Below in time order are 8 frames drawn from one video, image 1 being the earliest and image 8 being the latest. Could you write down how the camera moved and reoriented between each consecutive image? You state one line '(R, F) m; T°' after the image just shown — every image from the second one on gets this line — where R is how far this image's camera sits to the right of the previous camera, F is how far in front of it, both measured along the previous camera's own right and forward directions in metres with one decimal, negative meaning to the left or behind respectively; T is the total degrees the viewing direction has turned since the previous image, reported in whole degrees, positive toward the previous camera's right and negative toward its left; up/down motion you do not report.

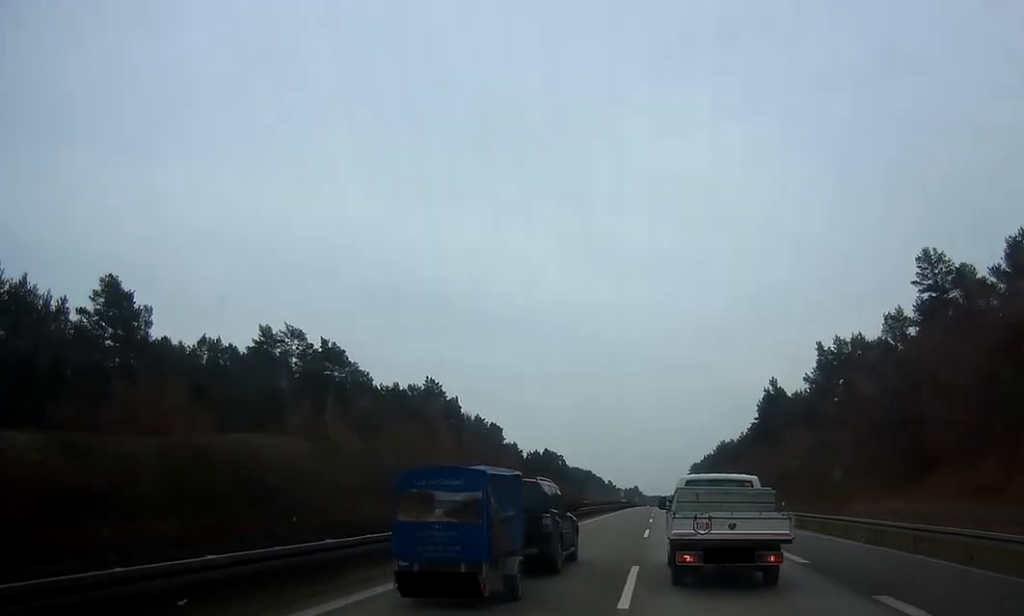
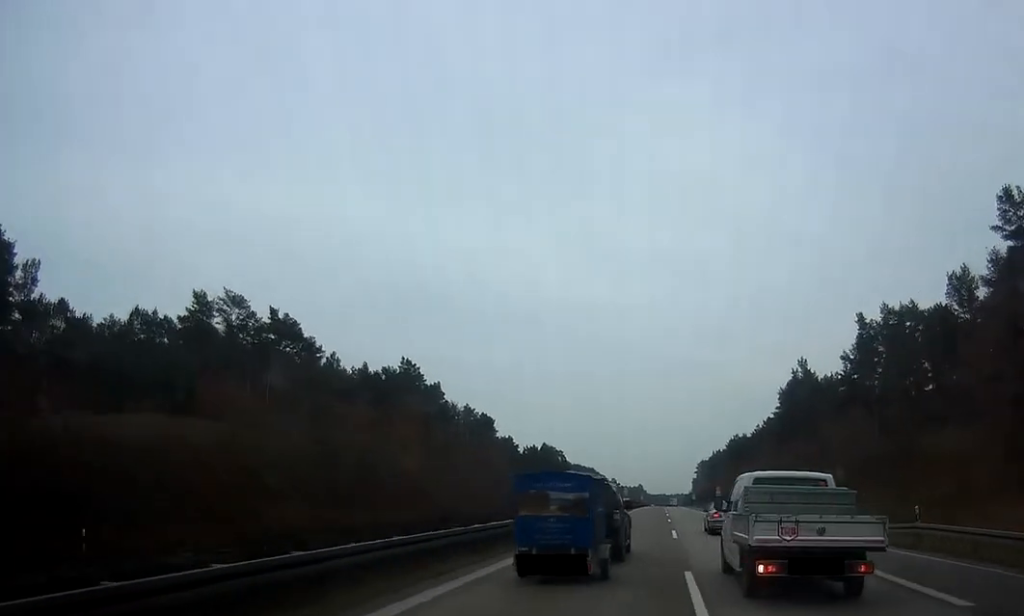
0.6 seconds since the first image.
(-0.4, +19.3) m; -1°
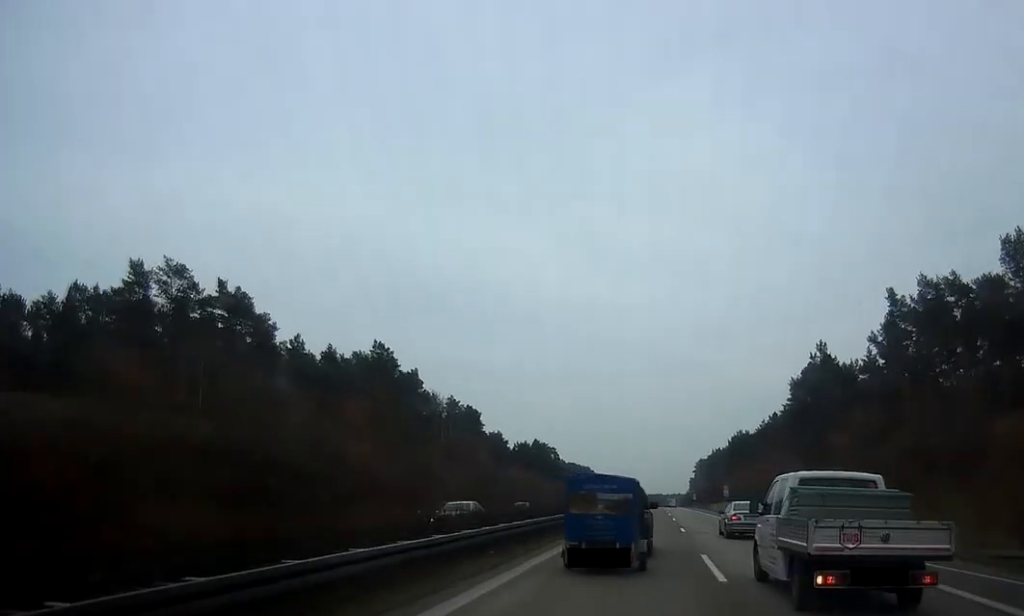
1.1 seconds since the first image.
(-0.1, +13.2) m; 0°
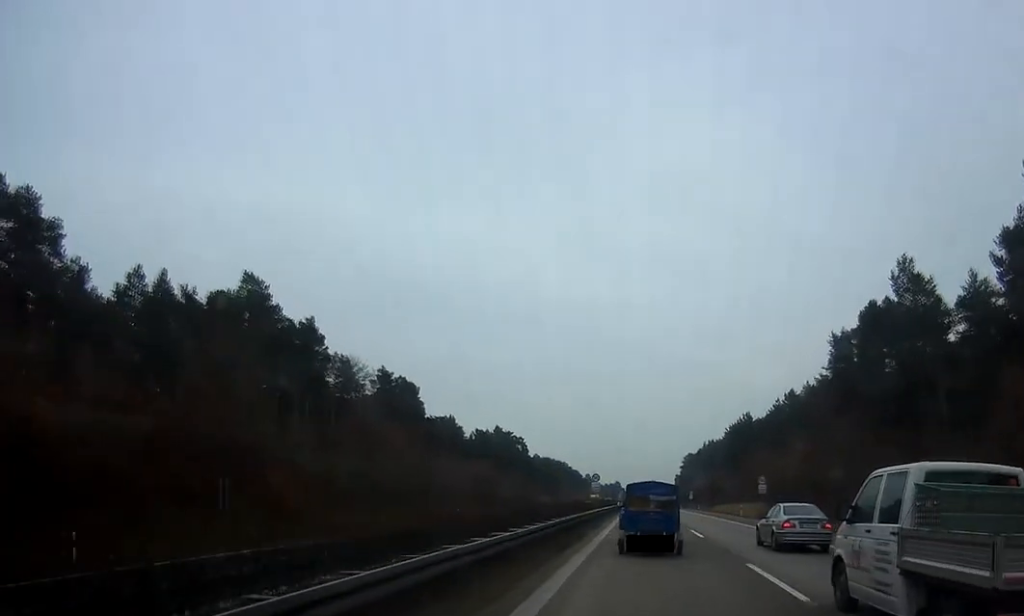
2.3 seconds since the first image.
(+0.2, +38.2) m; +1°
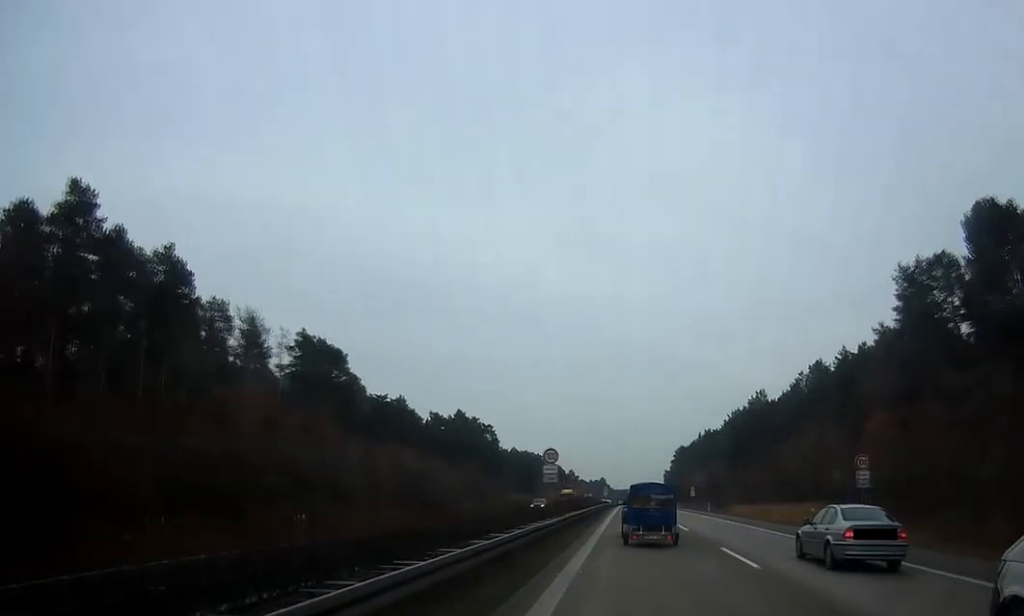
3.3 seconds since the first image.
(+0.1, +30.4) m; 0°
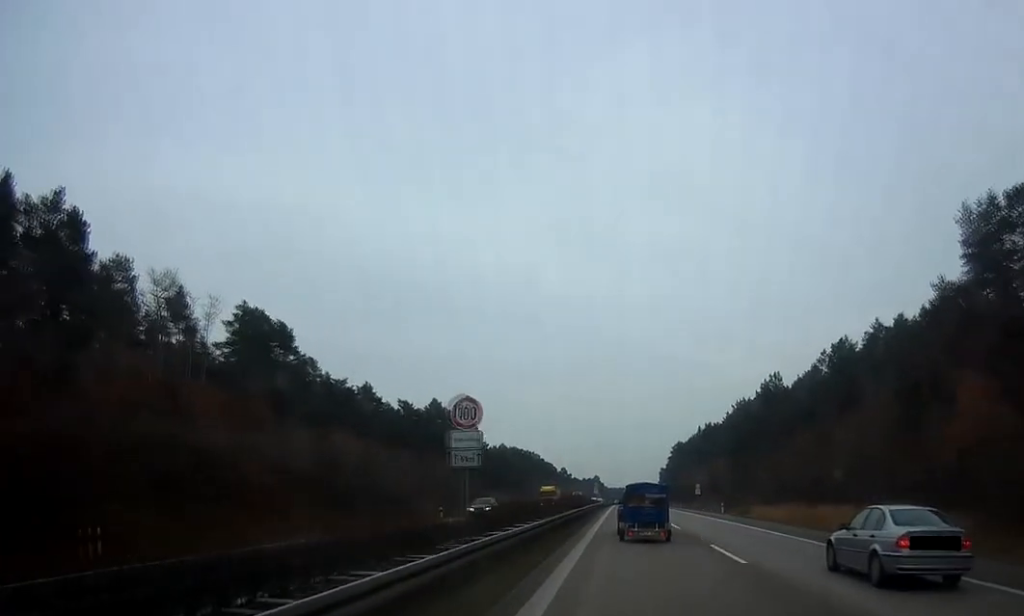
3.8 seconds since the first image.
(0.0, +16.8) m; 0°
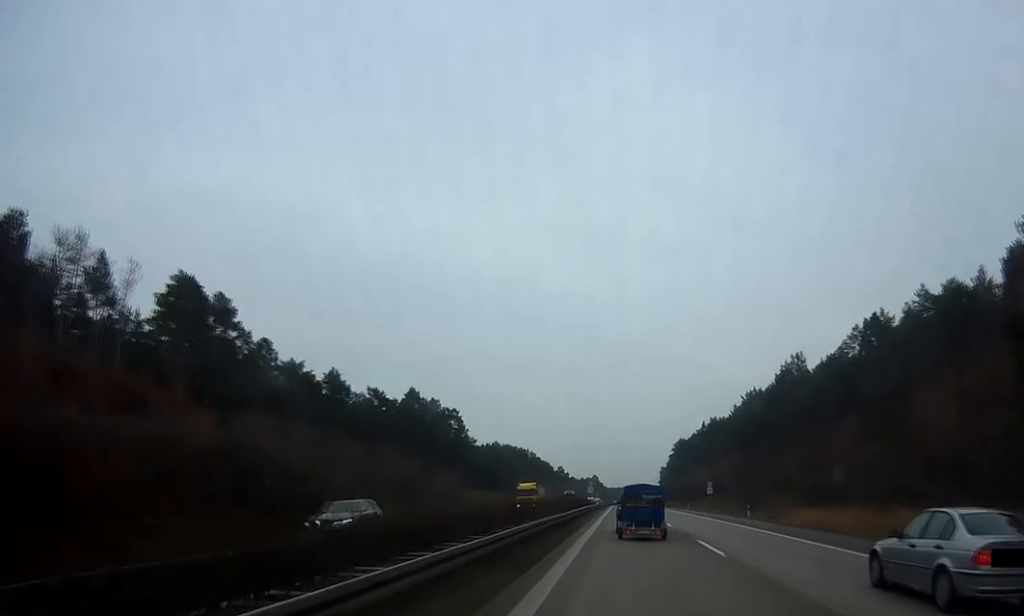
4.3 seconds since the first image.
(0.0, +15.3) m; 0°
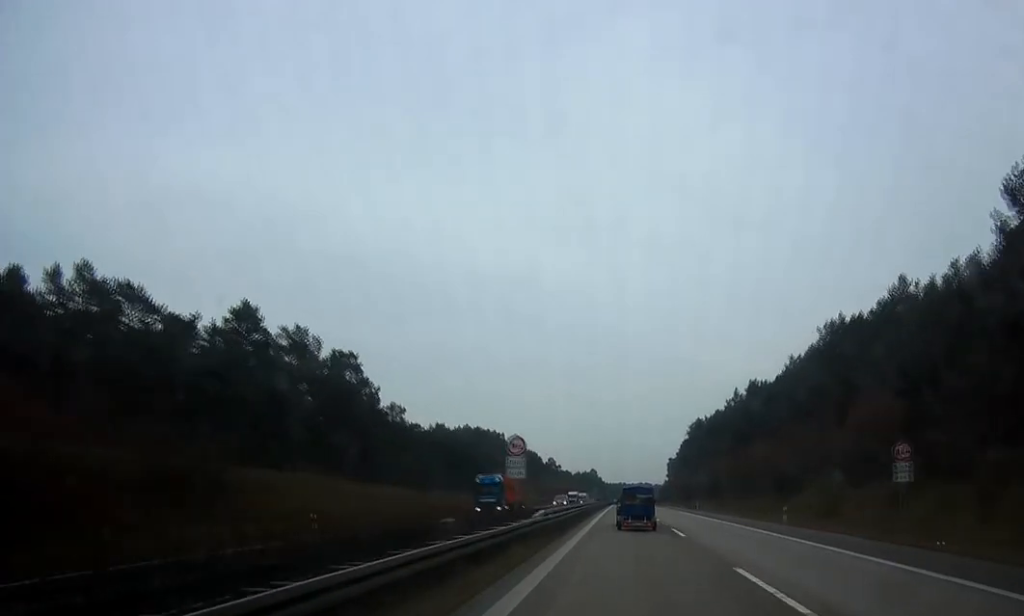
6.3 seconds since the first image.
(+0.6, +62.5) m; +1°
